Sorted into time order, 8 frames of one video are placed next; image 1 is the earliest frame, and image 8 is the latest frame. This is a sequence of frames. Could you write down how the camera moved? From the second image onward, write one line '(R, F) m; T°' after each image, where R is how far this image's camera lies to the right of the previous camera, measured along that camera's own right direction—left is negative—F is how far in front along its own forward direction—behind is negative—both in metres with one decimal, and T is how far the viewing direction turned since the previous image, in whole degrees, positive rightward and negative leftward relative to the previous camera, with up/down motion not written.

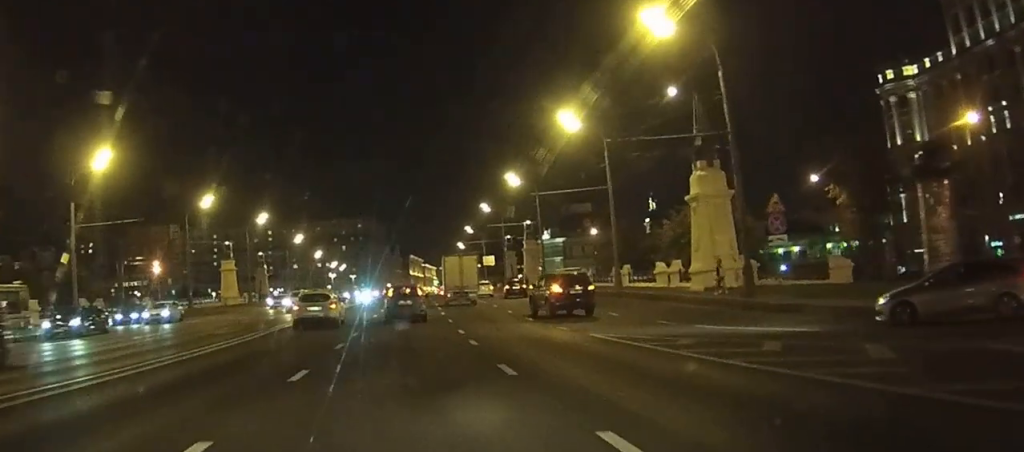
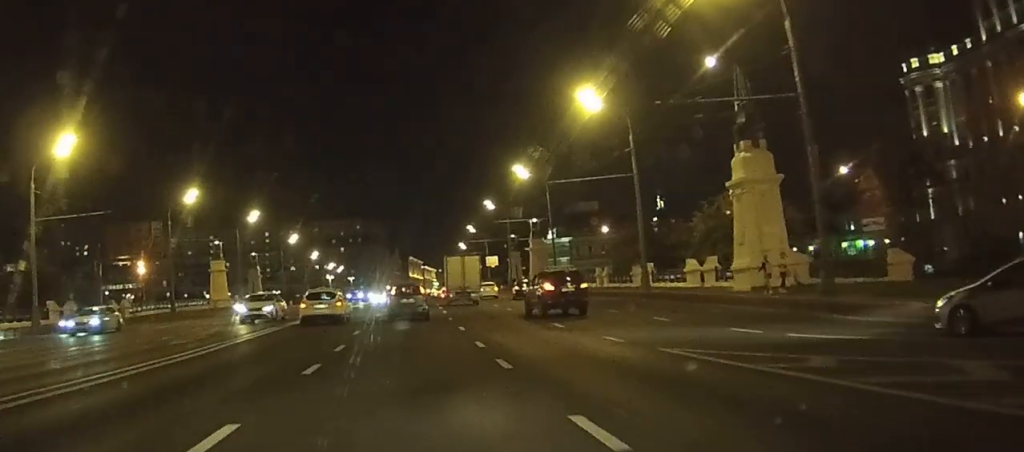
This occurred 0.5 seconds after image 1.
(0.0, +6.9) m; 0°
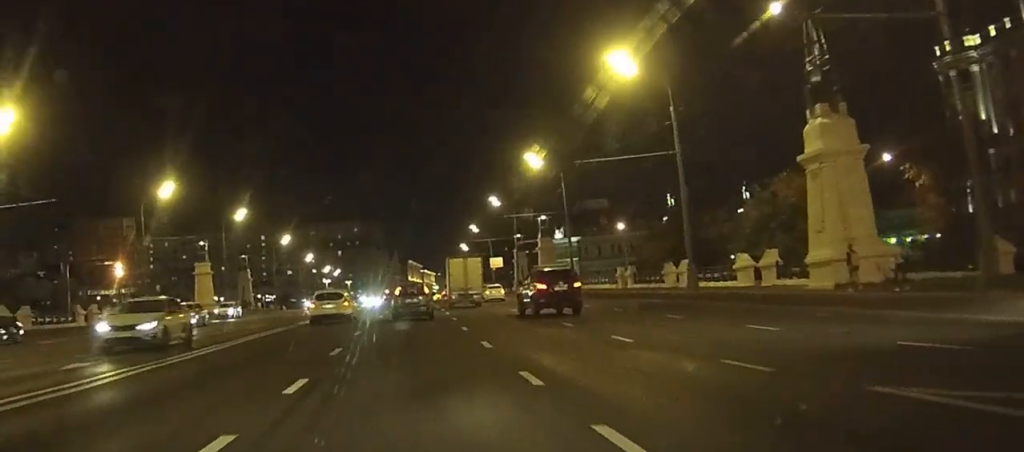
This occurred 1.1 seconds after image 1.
(0.0, +8.7) m; 0°
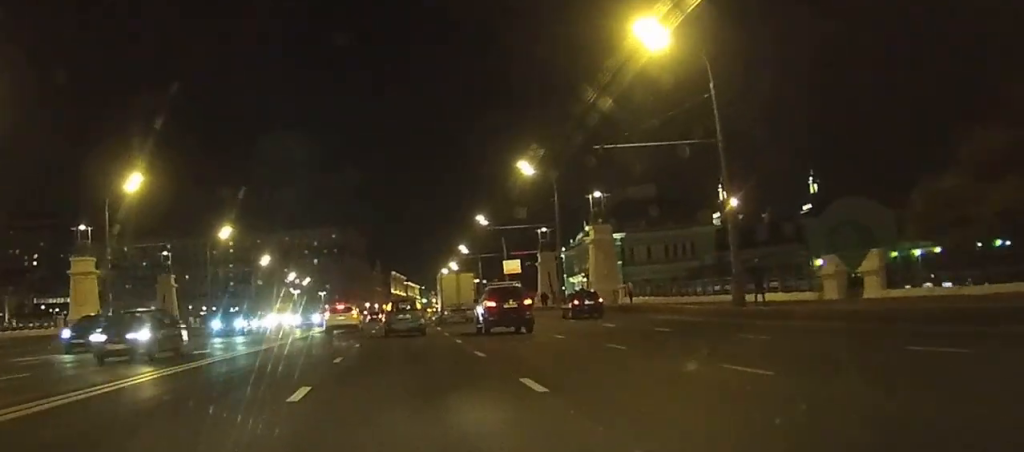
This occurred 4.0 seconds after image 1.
(0.0, +39.4) m; 0°
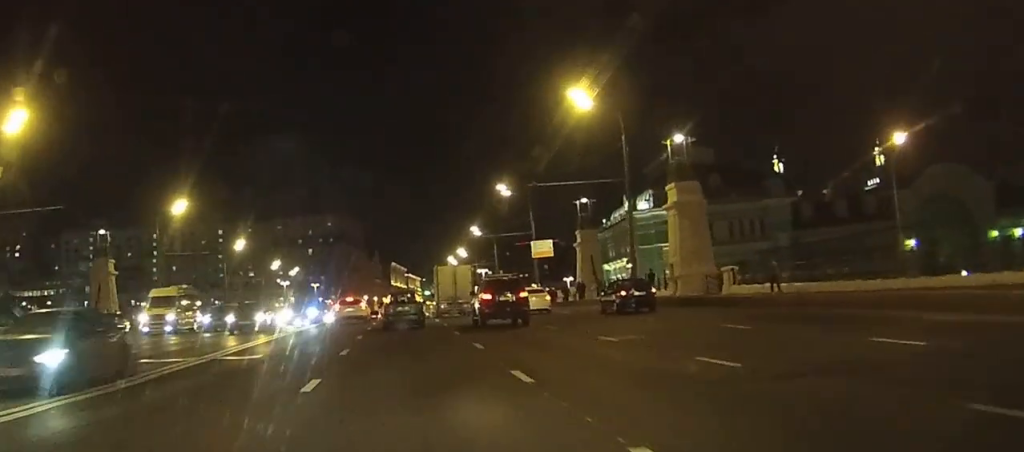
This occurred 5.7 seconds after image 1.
(-0.1, +22.4) m; -1°
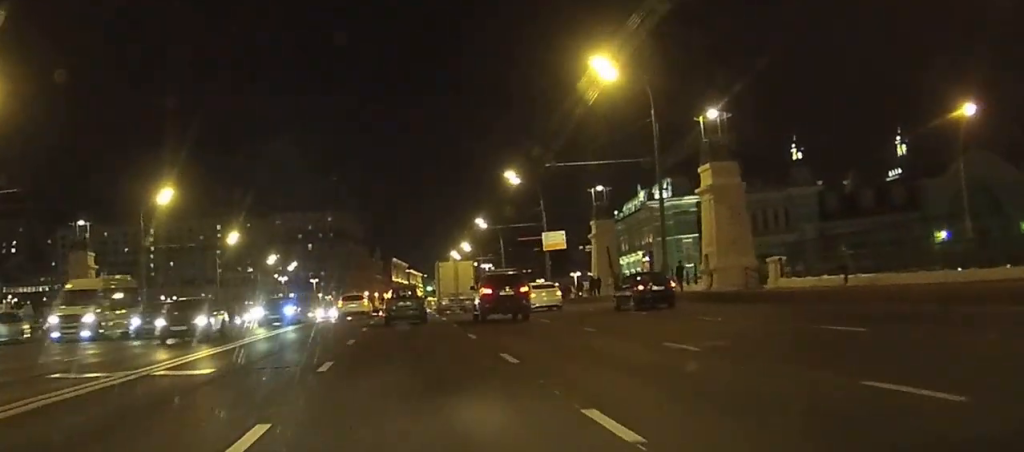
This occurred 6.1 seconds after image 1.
(0.0, +5.7) m; 0°
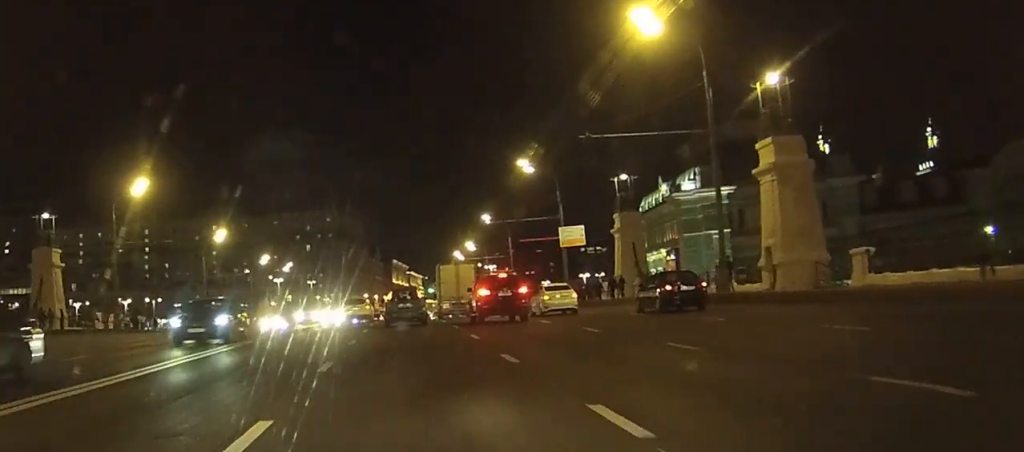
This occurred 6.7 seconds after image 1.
(-0.1, +7.8) m; 0°
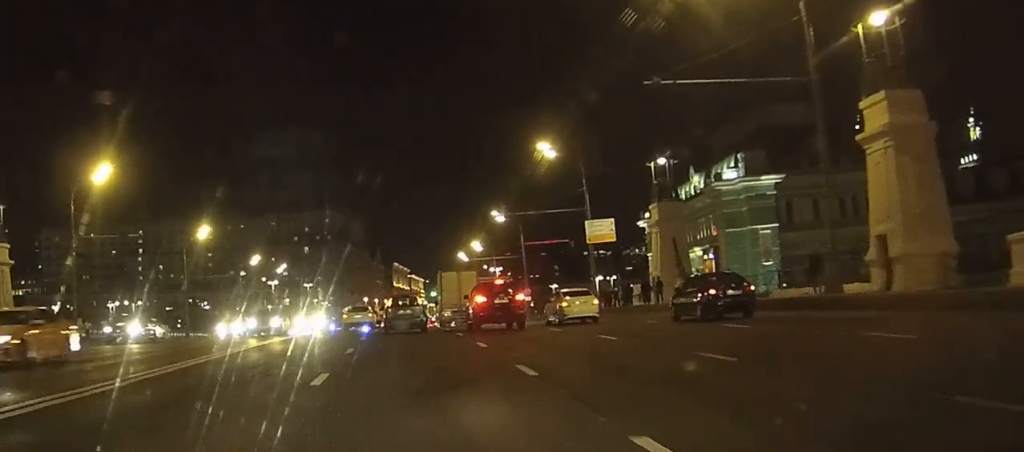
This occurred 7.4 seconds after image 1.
(+0.1, +9.3) m; 0°
